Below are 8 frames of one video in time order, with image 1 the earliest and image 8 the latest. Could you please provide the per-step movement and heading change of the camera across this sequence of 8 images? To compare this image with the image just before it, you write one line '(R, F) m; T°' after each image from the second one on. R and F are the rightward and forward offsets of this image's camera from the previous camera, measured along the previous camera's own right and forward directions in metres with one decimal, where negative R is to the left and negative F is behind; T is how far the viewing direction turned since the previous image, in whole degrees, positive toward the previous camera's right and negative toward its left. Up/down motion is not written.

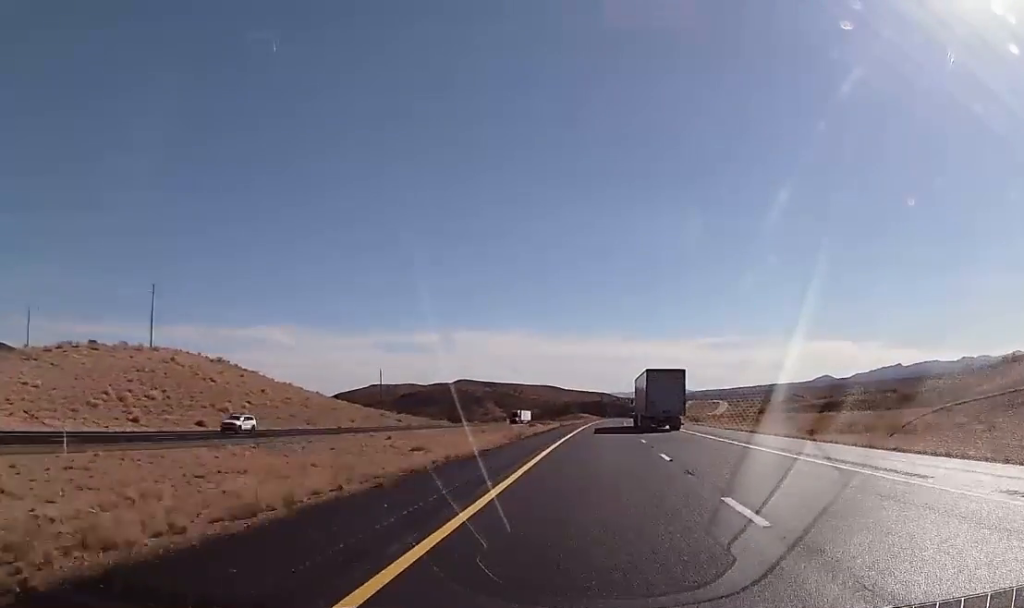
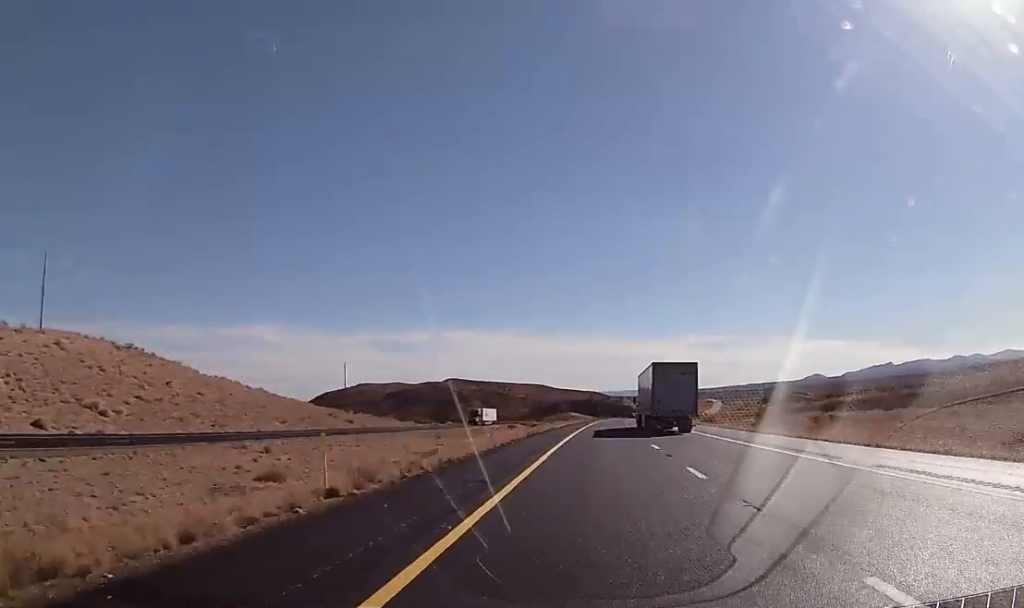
(+0.3, +30.1) m; +1°
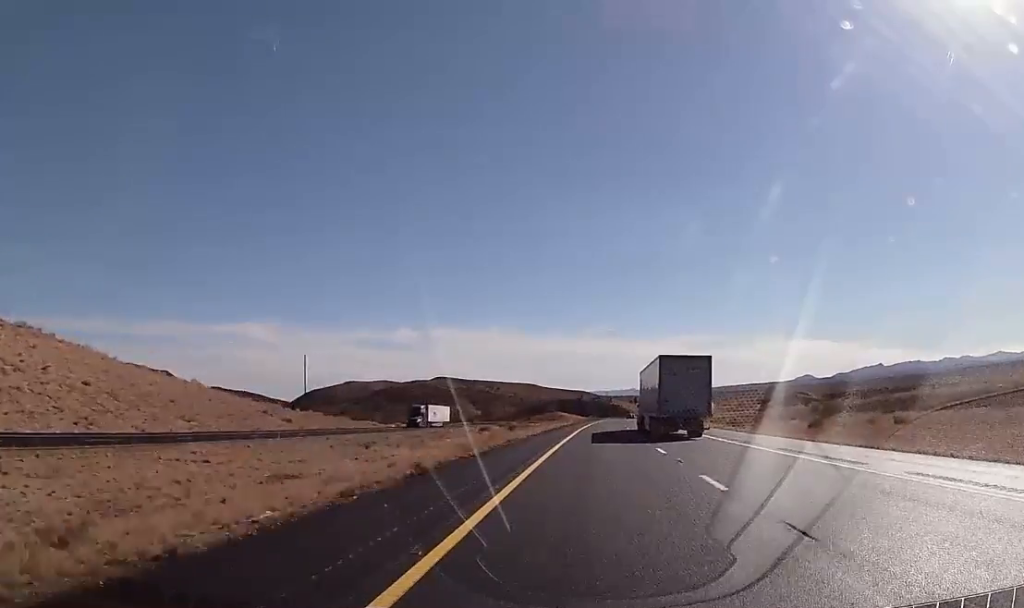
(0.0, +26.5) m; +1°
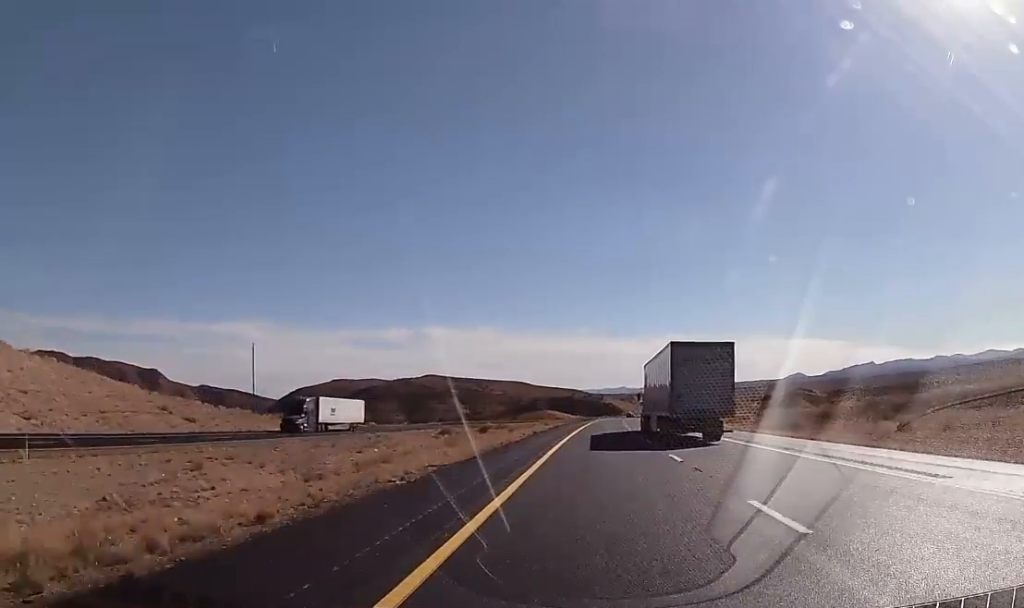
(+0.2, +29.0) m; +1°
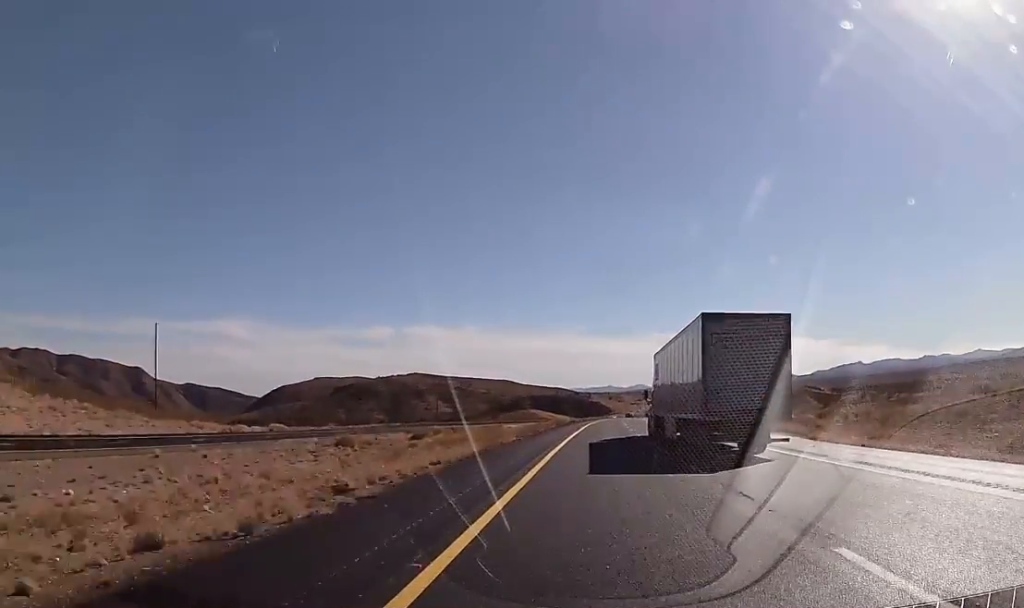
(+0.6, +40.6) m; +1°
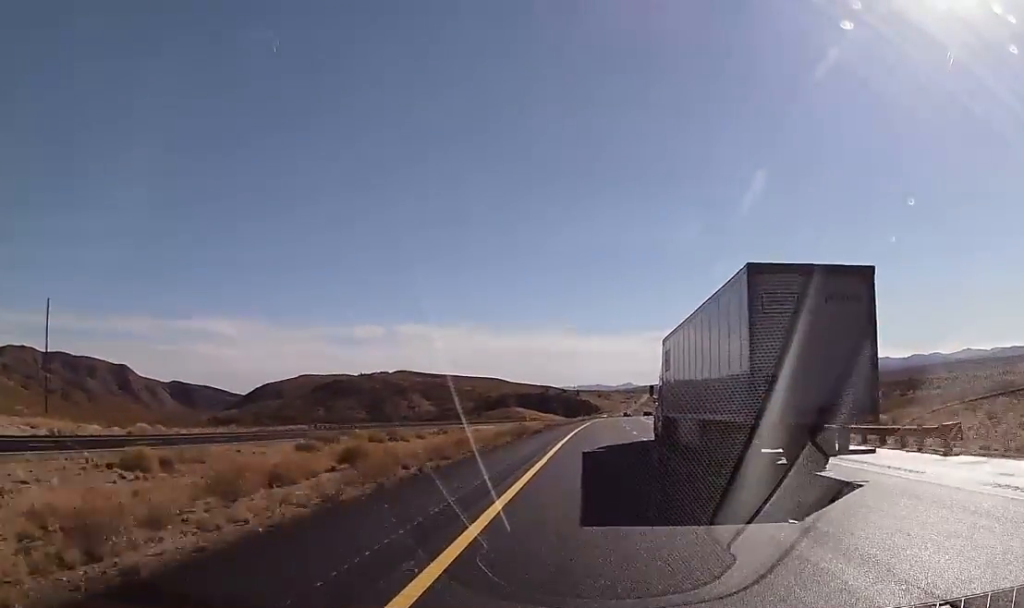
(0.0, +31.7) m; 0°
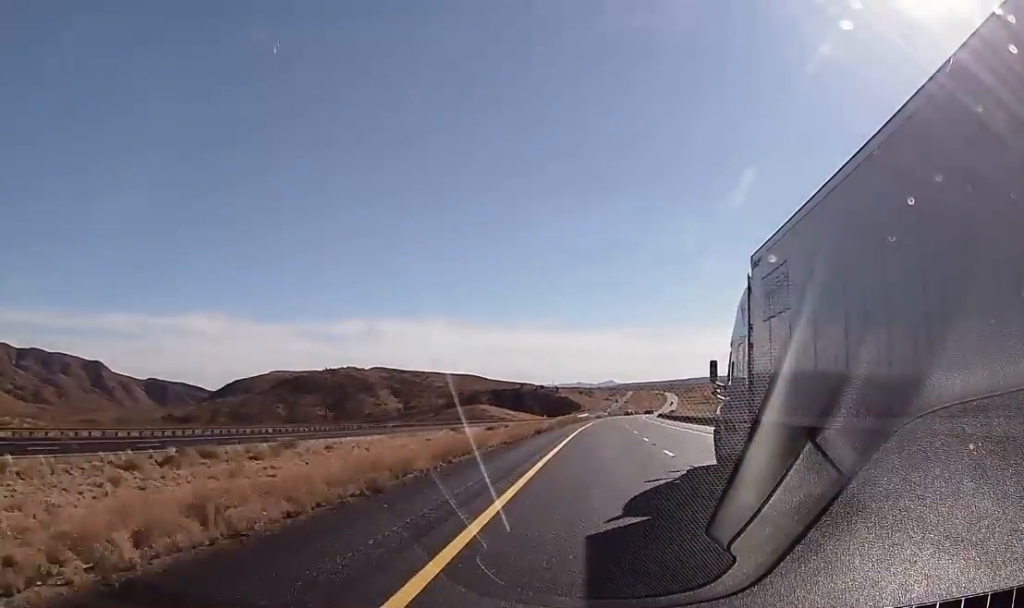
(+0.9, +72.3) m; +2°
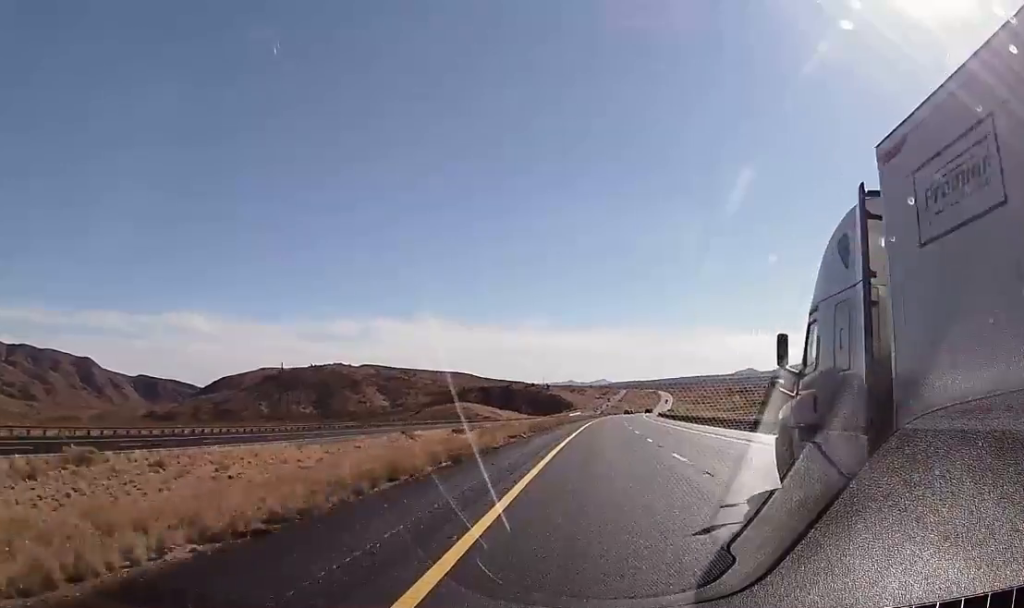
(+0.3, +26.6) m; 0°
